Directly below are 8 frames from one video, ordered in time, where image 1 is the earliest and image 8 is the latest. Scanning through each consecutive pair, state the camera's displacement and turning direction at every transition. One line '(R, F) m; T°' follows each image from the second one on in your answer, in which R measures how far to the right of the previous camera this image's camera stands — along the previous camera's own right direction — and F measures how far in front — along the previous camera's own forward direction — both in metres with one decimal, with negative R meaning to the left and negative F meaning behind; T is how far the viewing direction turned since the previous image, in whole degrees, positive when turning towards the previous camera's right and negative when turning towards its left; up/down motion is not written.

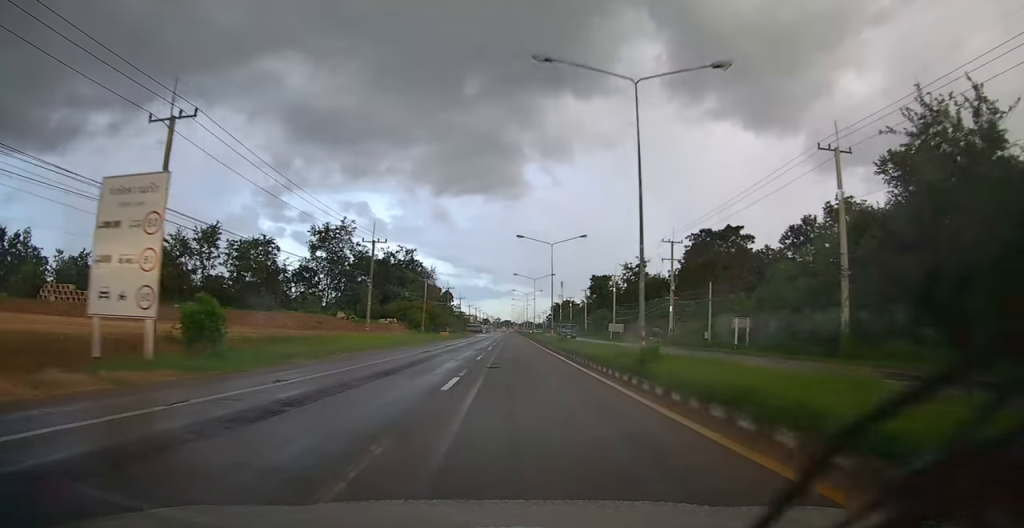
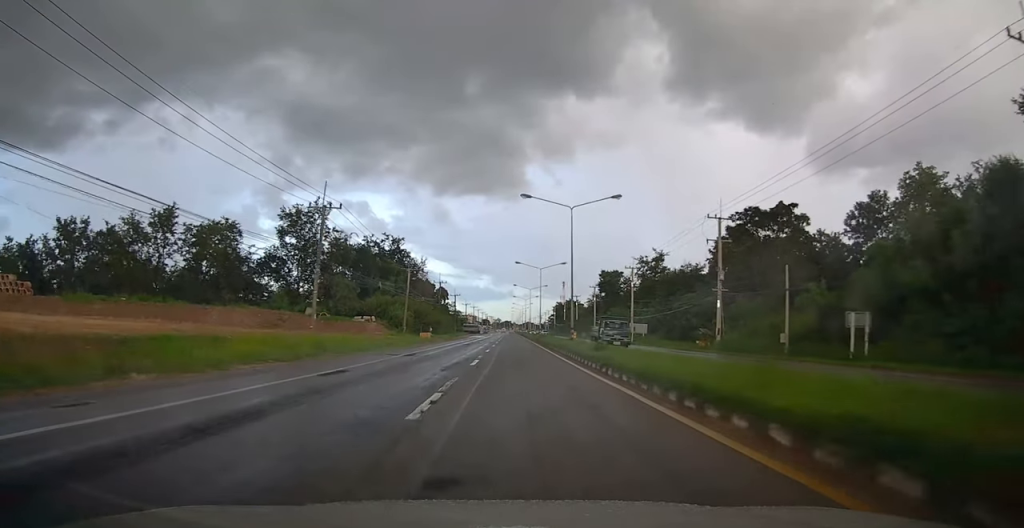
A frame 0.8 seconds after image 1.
(0.0, +16.0) m; +1°
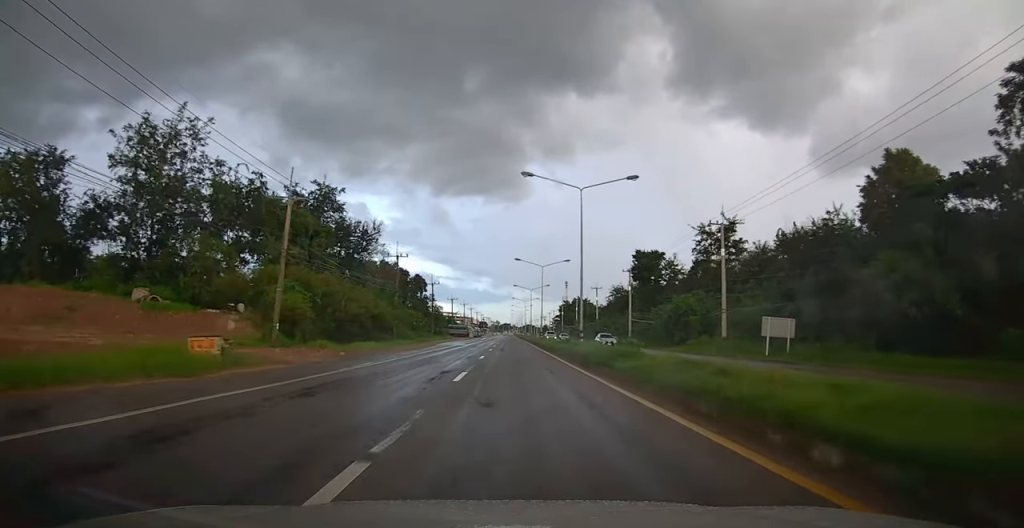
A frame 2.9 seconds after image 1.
(+0.8, +42.0) m; +1°
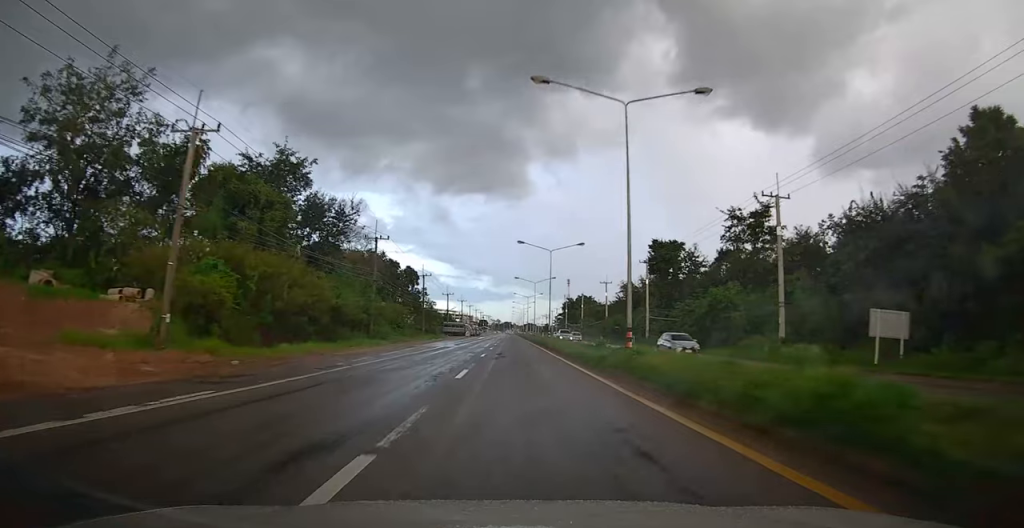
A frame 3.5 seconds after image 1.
(-0.1, +11.8) m; 0°
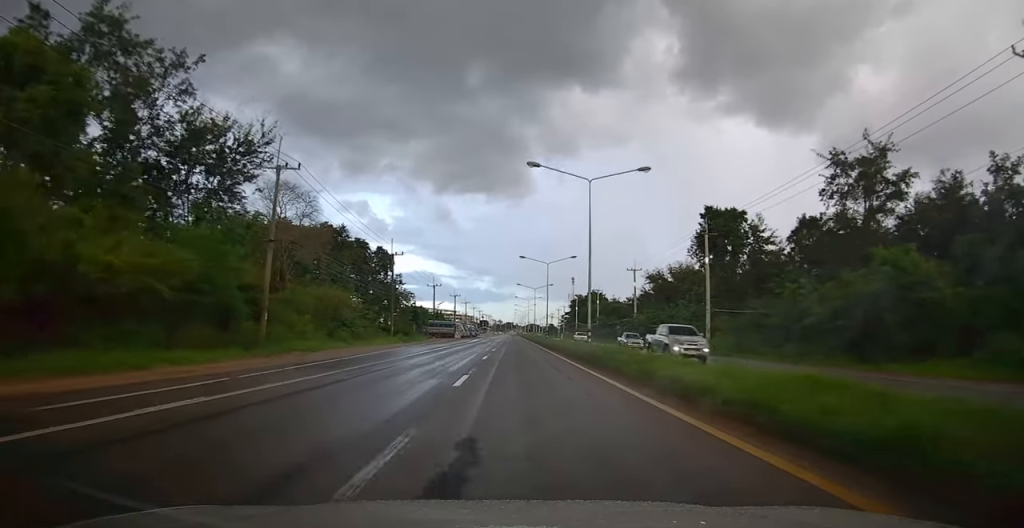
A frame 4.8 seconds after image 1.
(-0.1, +26.0) m; -1°
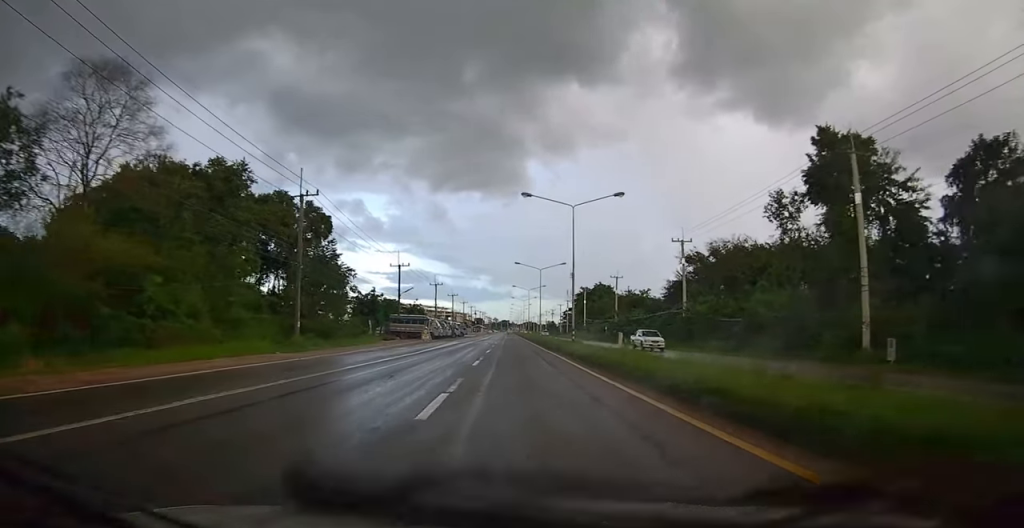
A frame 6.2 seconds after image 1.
(-0.2, +29.2) m; 0°
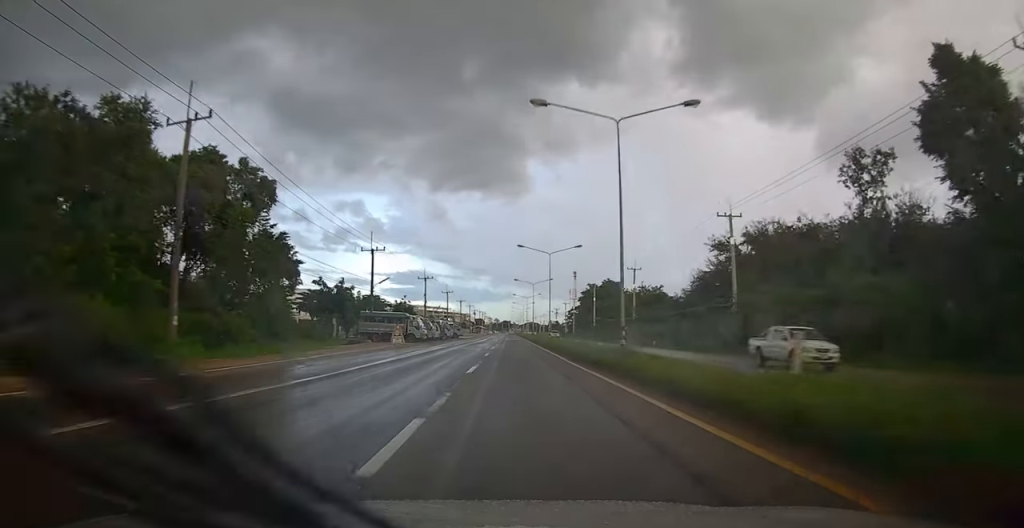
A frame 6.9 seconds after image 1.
(0.0, +15.1) m; 0°
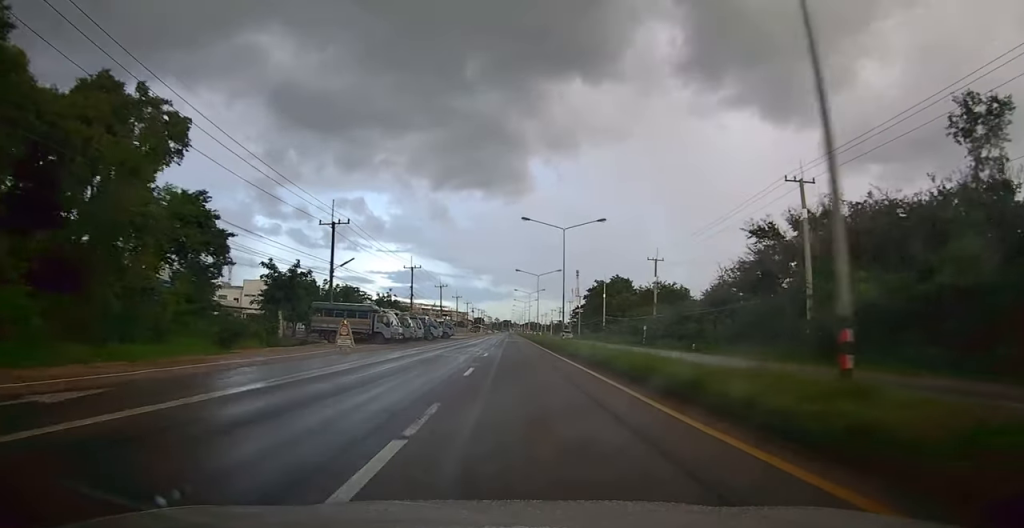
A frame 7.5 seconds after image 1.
(0.0, +13.7) m; 0°
